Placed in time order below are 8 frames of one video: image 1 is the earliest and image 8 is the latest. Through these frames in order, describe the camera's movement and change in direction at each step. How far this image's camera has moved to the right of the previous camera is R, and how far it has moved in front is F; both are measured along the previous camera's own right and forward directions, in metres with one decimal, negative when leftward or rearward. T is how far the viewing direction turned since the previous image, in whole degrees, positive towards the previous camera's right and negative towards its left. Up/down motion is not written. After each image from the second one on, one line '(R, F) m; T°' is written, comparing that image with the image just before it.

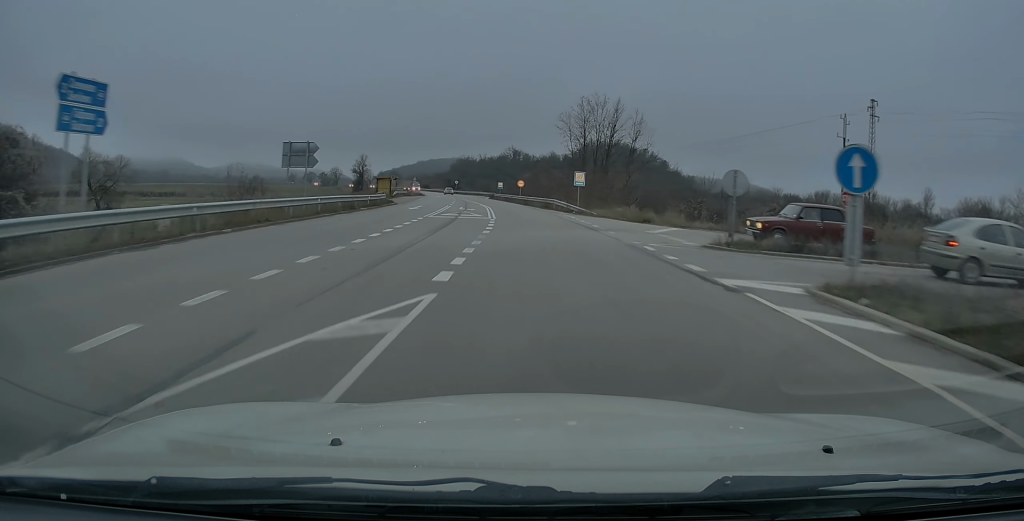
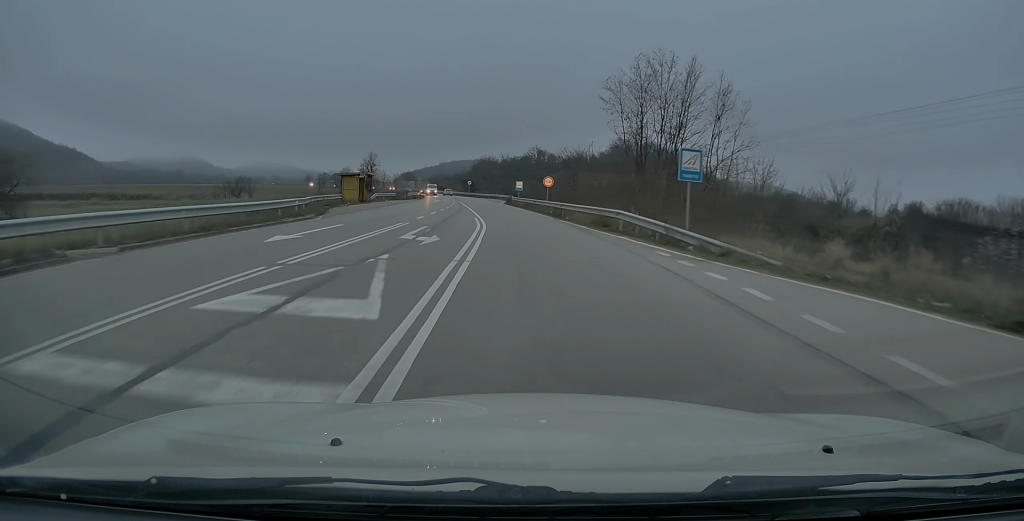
(-0.6, +24.3) m; -2°
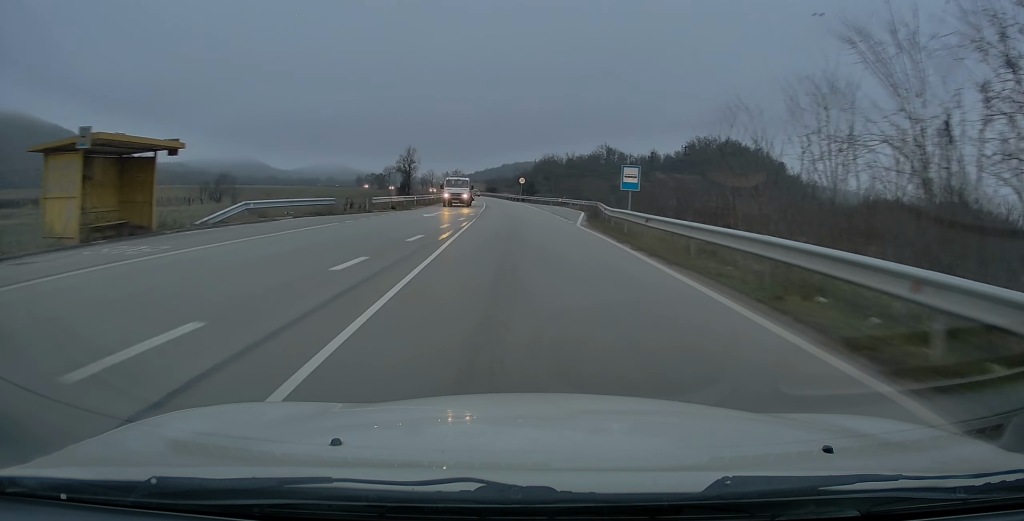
(-1.8, +41.7) m; -5°
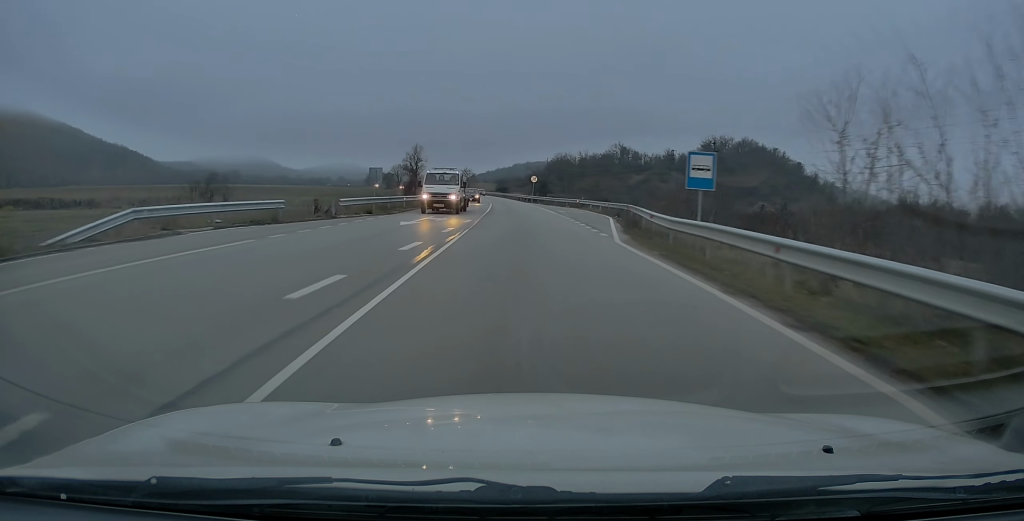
(0.0, +8.4) m; -1°
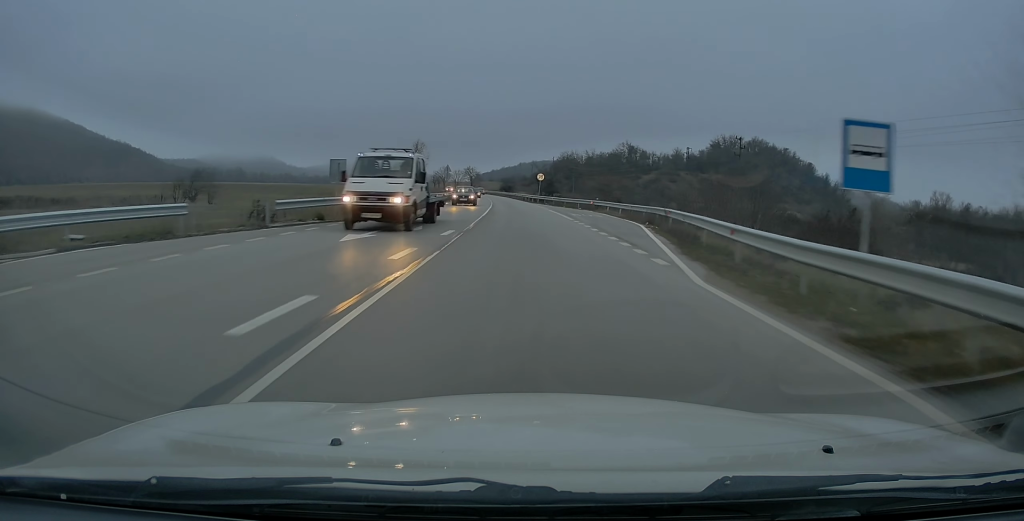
(-0.1, +7.8) m; -1°
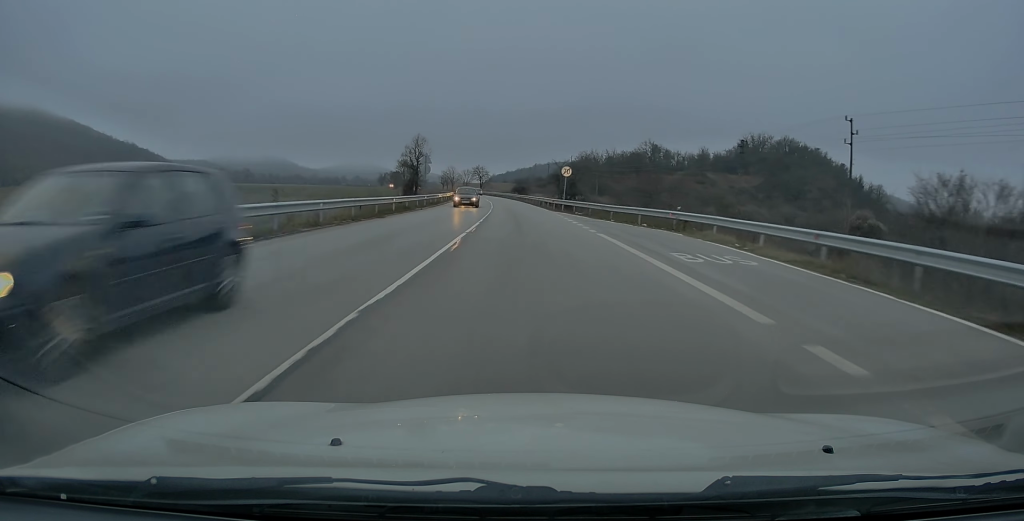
(-0.3, +22.8) m; -1°
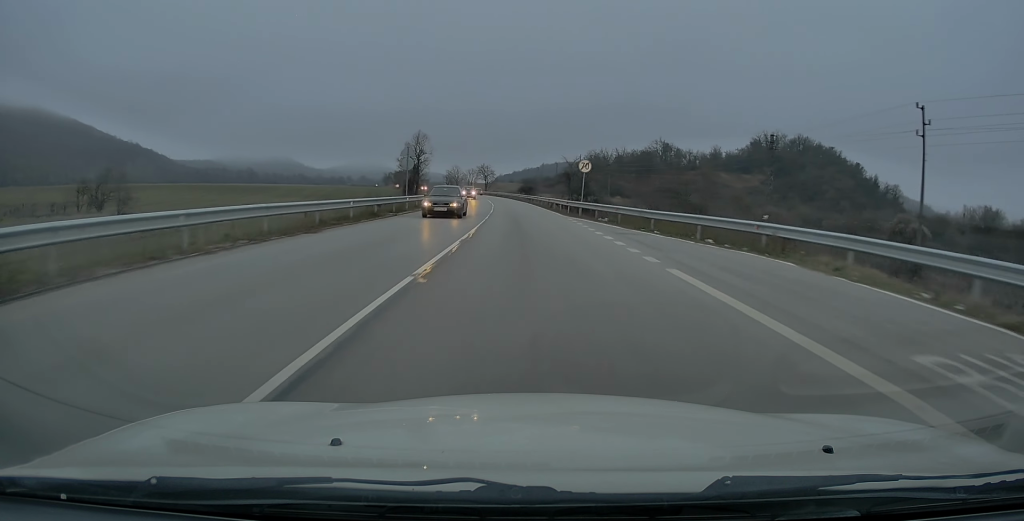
(0.0, +9.2) m; 0°
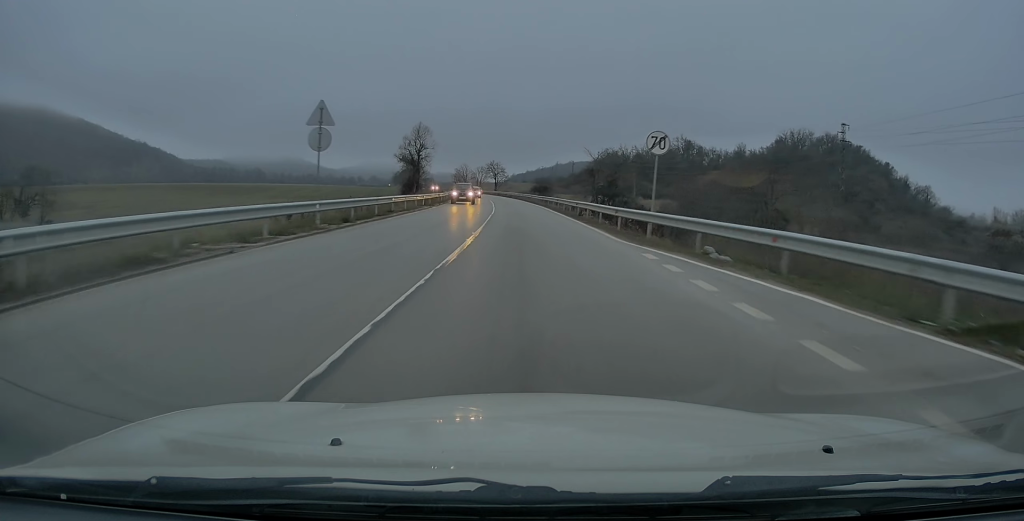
(-0.1, +17.1) m; -1°
